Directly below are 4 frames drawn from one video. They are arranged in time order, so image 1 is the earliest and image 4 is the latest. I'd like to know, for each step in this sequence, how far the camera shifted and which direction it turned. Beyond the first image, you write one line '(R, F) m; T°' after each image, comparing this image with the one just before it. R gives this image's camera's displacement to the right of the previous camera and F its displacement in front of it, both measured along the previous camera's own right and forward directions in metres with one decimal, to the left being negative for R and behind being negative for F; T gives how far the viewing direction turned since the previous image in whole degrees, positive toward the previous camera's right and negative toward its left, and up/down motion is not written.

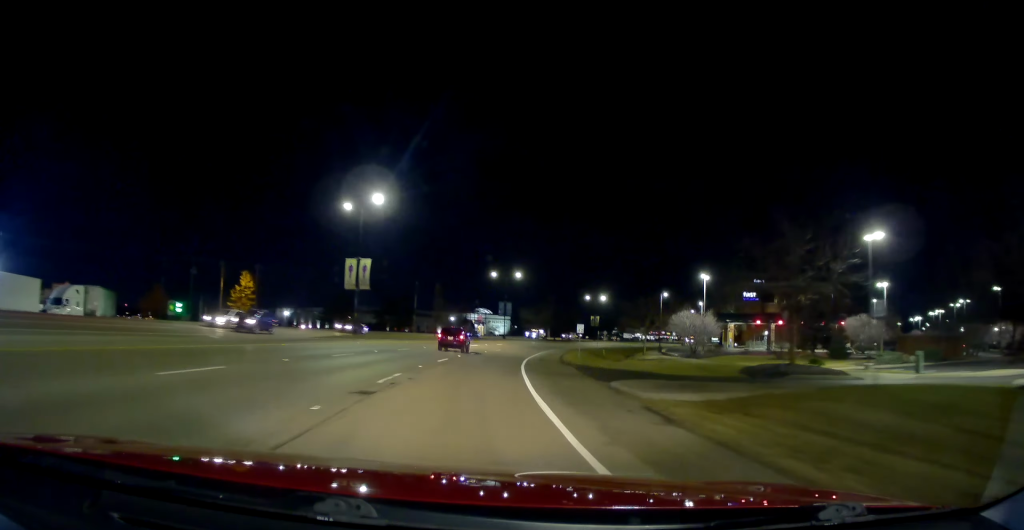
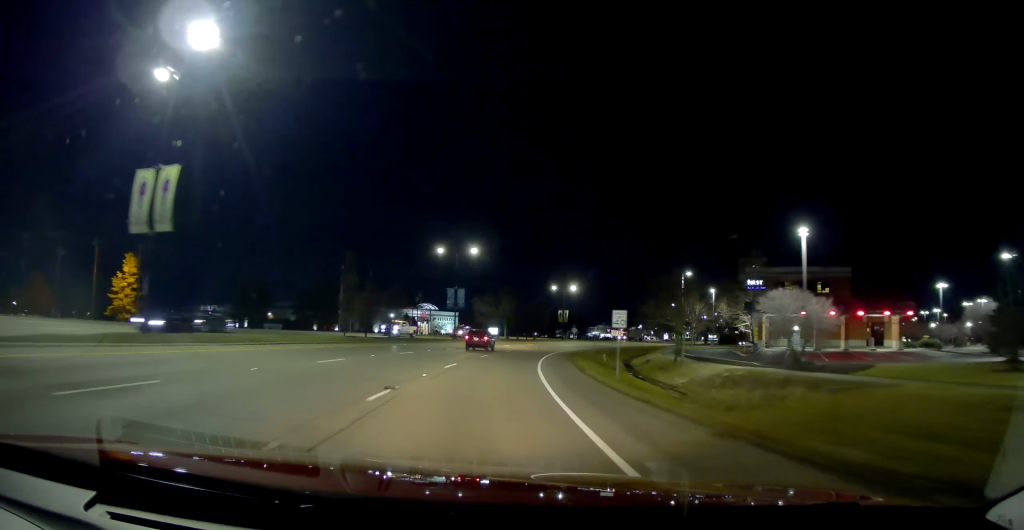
(+3.5, +26.8) m; +10°
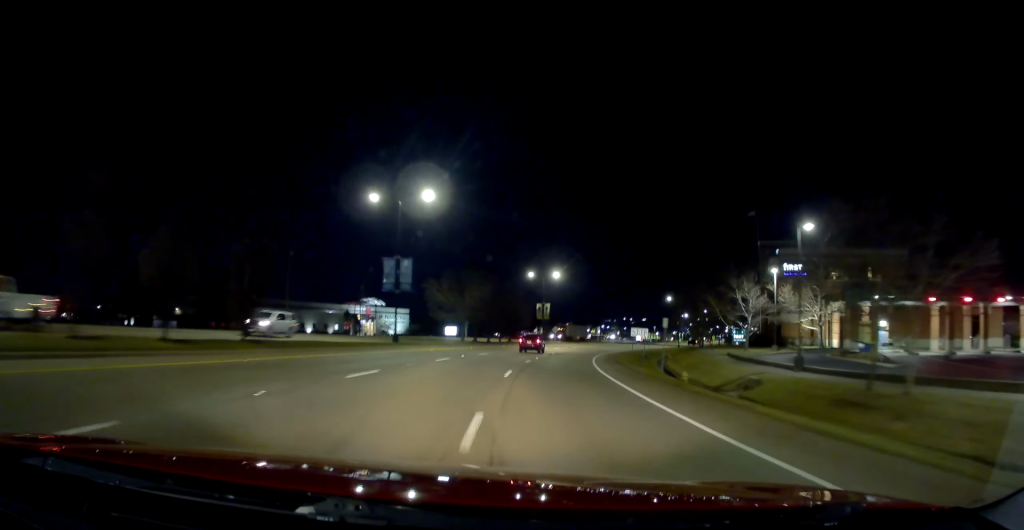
(+0.7, +29.5) m; +4°
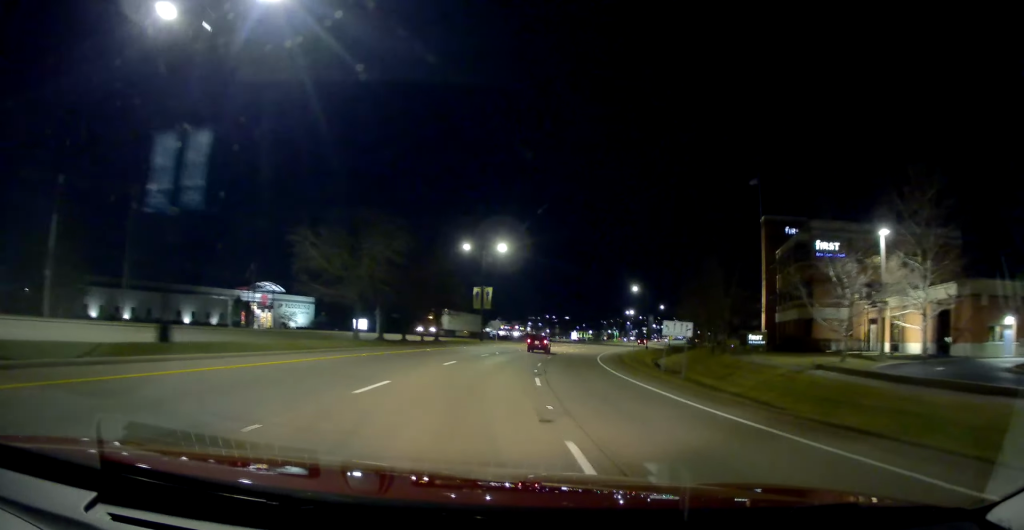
(+1.3, +27.8) m; +7°
